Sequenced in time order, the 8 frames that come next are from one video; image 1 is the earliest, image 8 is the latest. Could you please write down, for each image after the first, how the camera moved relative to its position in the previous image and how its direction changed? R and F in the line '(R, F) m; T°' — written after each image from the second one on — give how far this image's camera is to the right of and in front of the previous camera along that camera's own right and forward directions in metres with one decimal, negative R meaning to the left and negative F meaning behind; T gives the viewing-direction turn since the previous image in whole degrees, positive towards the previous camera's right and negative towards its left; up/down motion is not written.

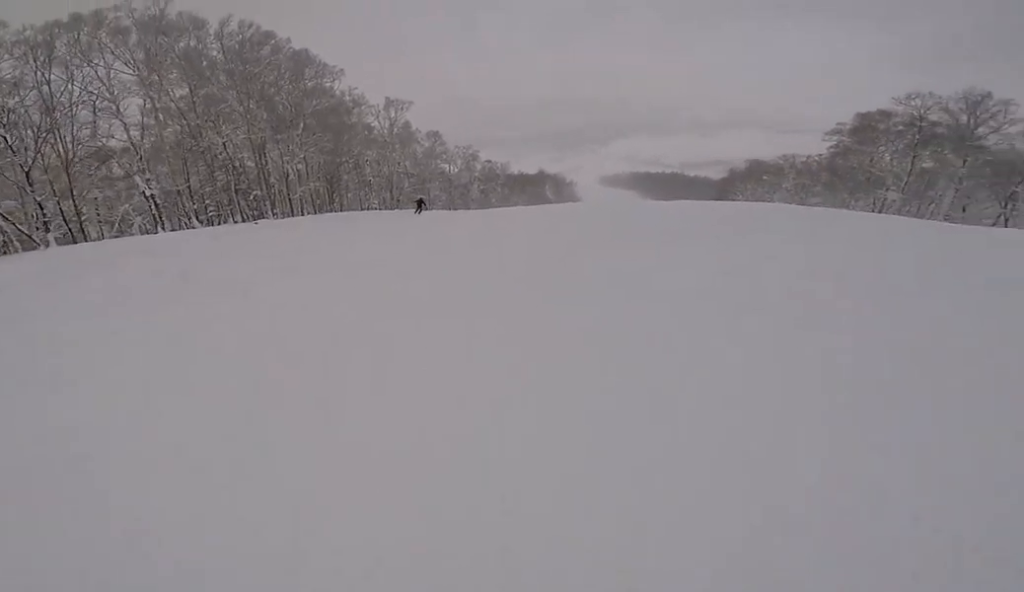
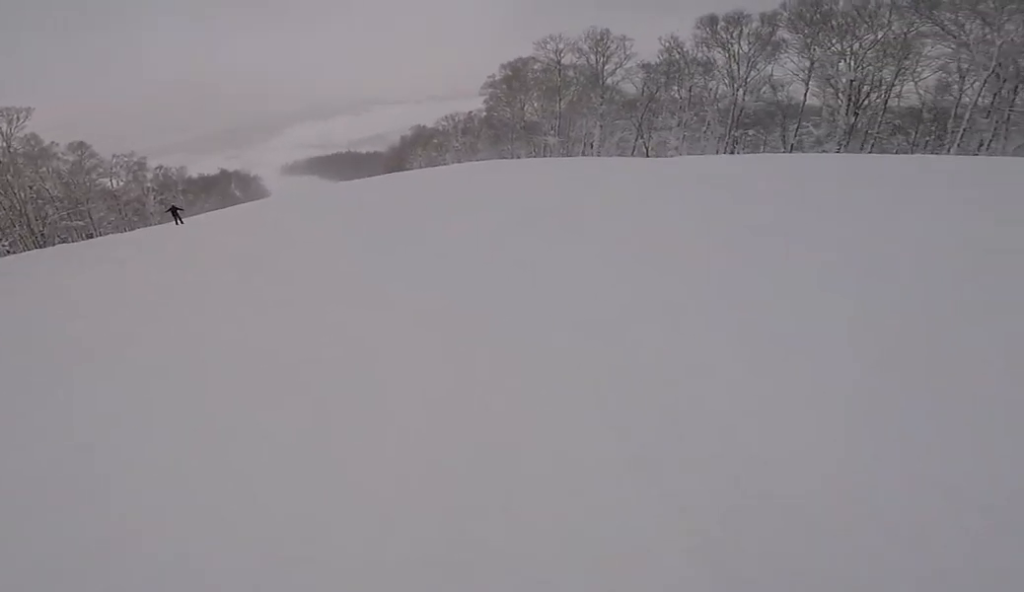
(+3.2, +10.0) m; +25°
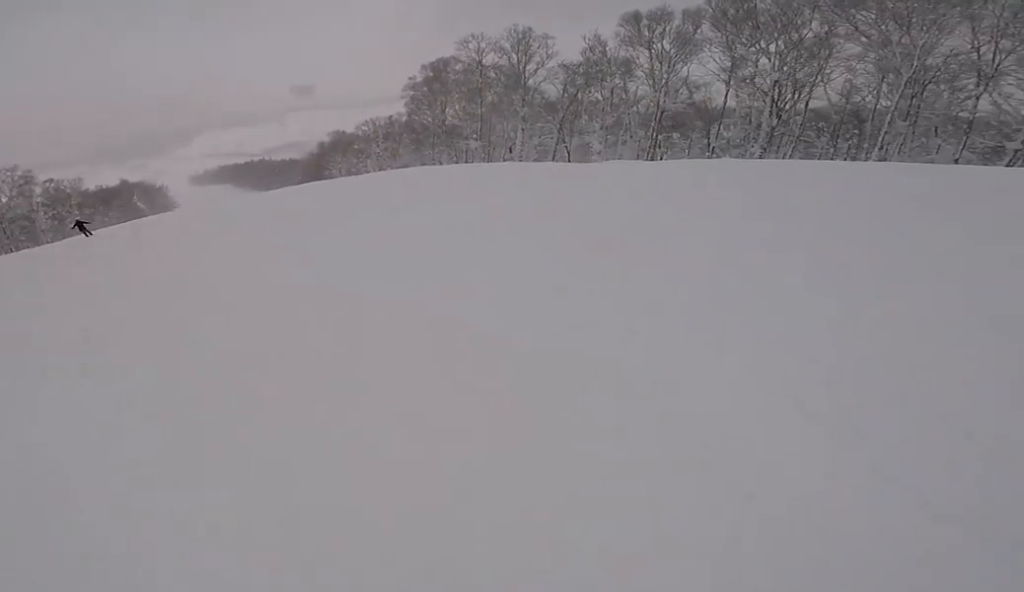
(+0.1, +3.2) m; +4°
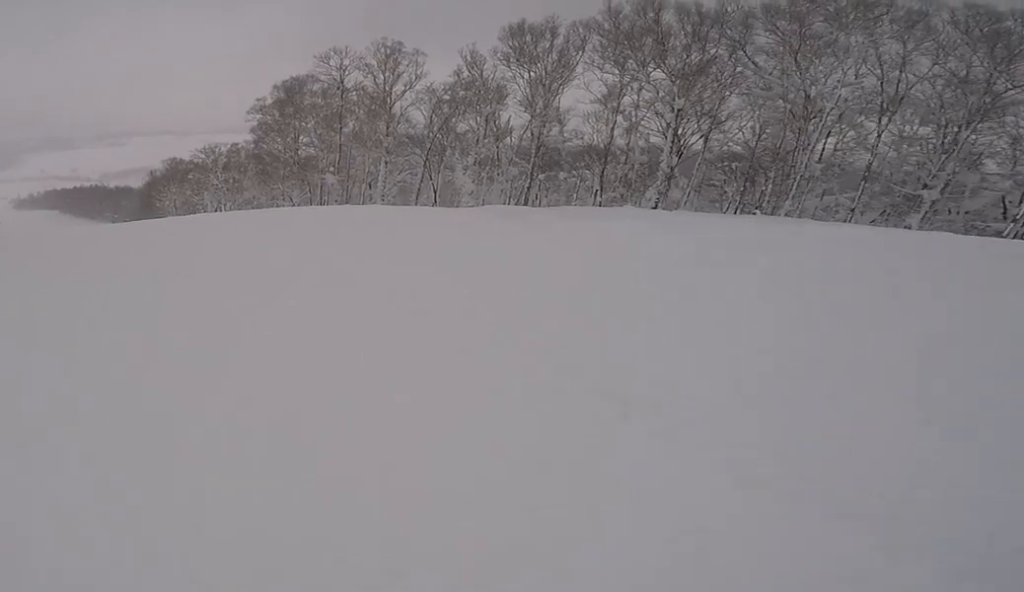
(+1.1, +9.9) m; -1°
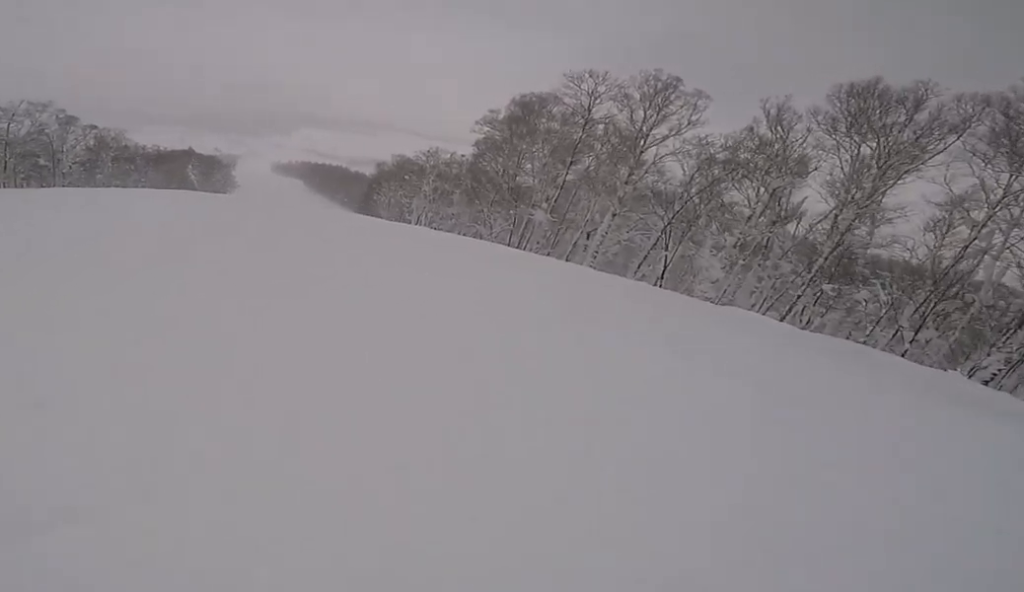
(-0.9, +5.4) m; -22°
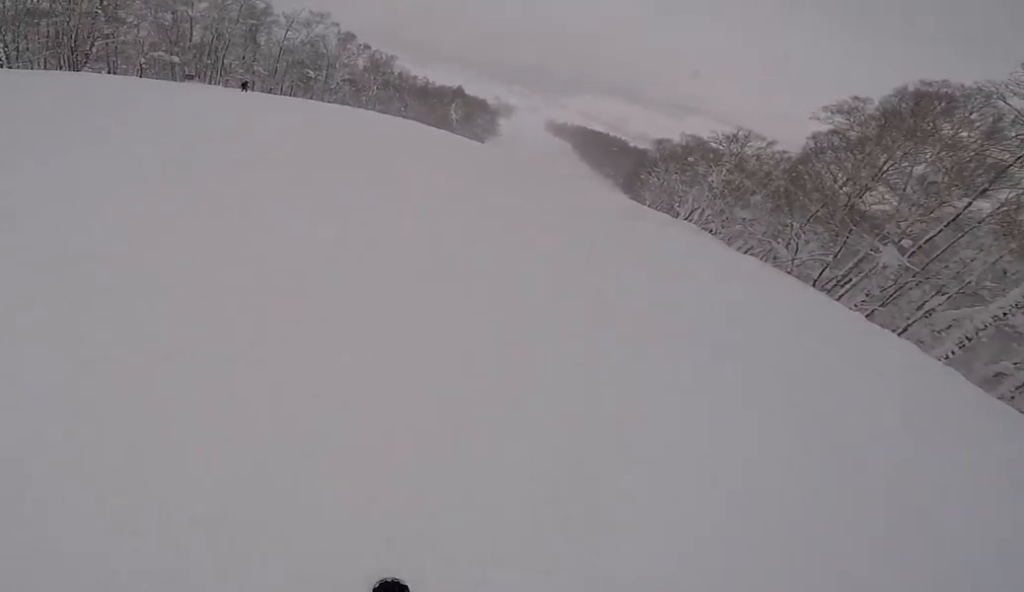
(-3.1, +8.0) m; -32°
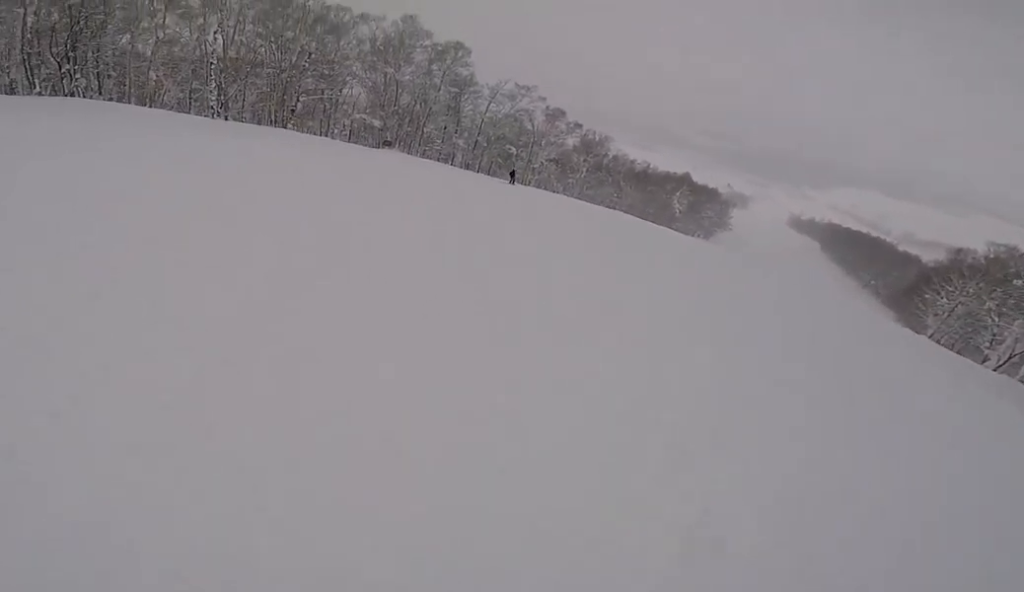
(-0.5, +7.5) m; -6°
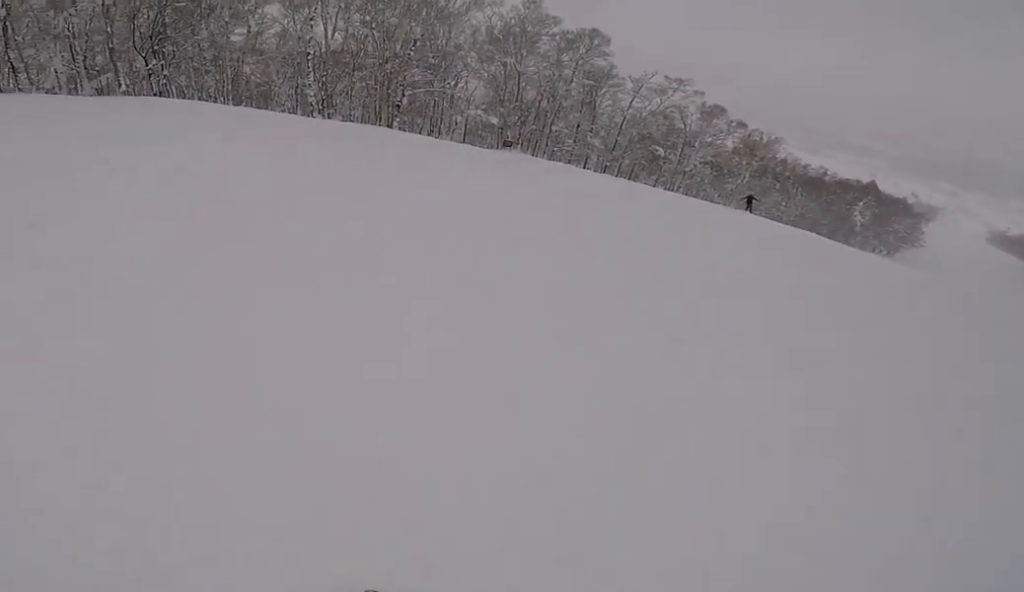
(-0.3, +6.2) m; +6°
